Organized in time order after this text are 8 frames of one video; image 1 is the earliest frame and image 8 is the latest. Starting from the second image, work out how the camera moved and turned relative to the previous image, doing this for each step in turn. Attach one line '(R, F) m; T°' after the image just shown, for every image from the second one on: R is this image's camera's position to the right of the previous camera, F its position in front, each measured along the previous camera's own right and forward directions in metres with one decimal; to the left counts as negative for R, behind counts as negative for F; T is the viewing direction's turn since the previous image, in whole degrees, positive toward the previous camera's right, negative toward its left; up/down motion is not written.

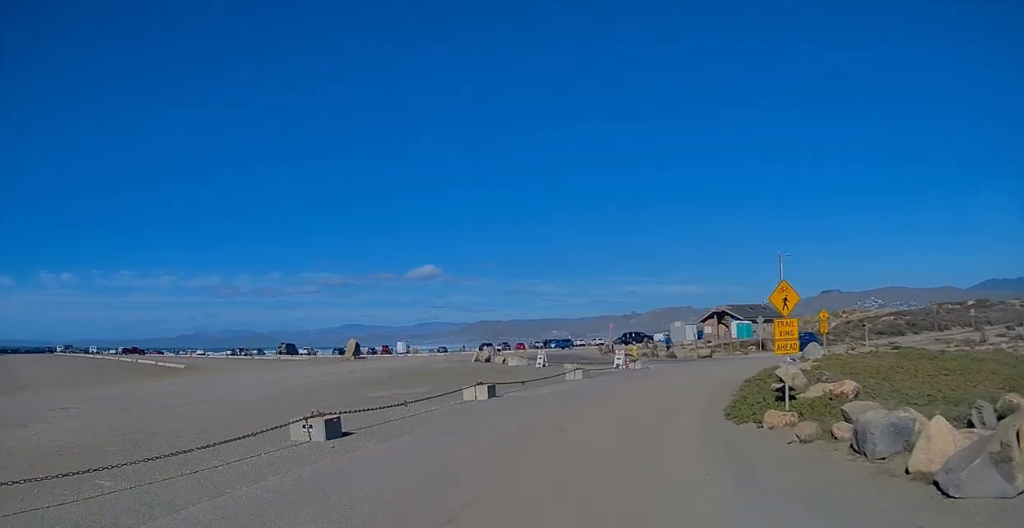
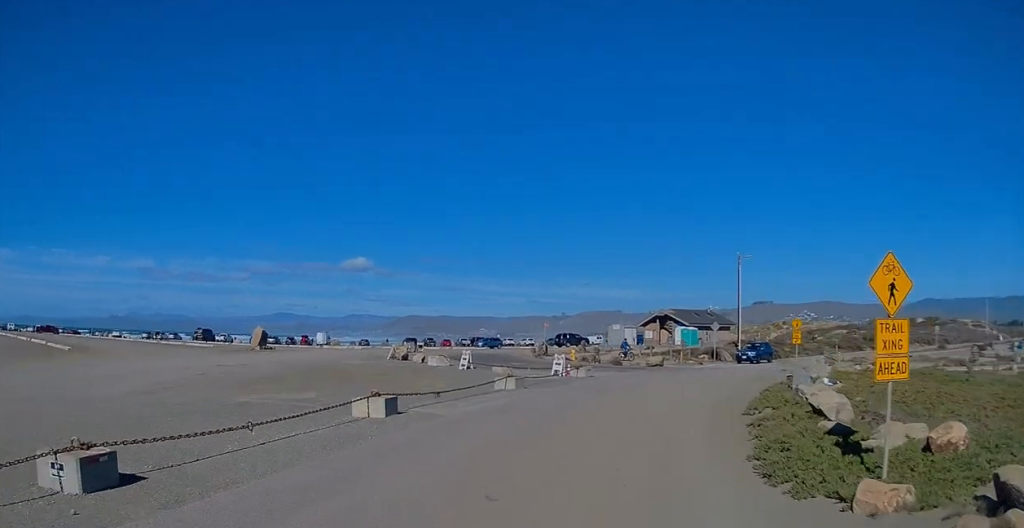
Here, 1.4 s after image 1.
(+0.4, +7.5) m; +8°
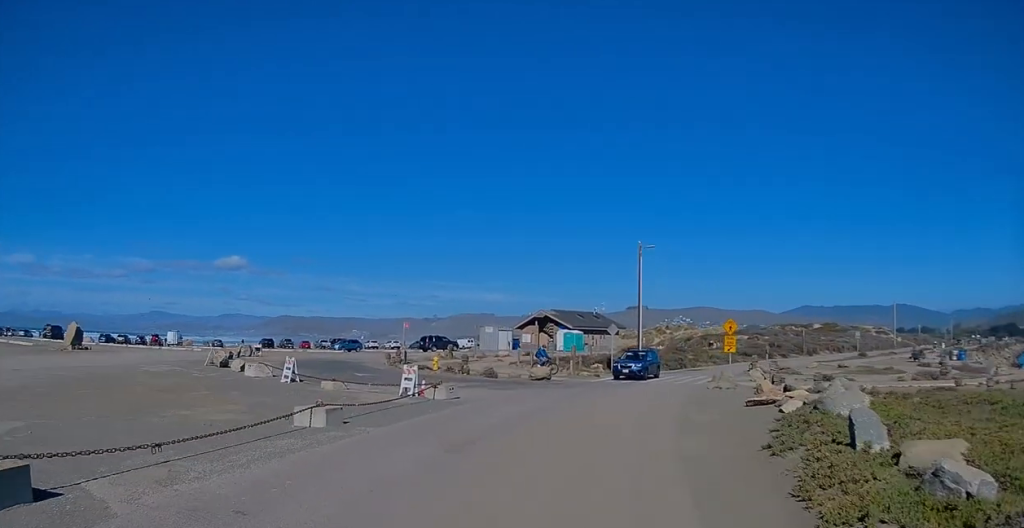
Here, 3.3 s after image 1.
(+1.3, +9.3) m; +19°
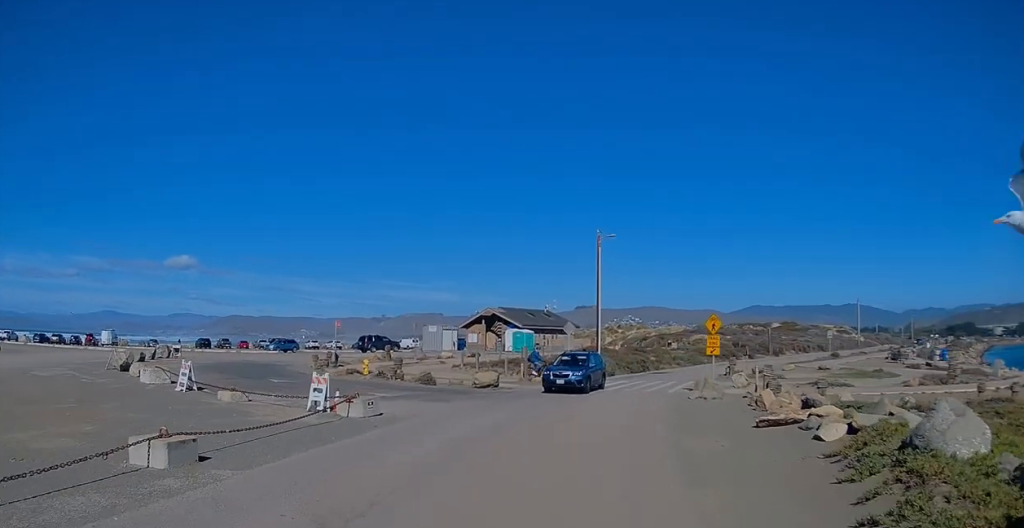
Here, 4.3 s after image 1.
(+0.3, +5.3) m; +14°
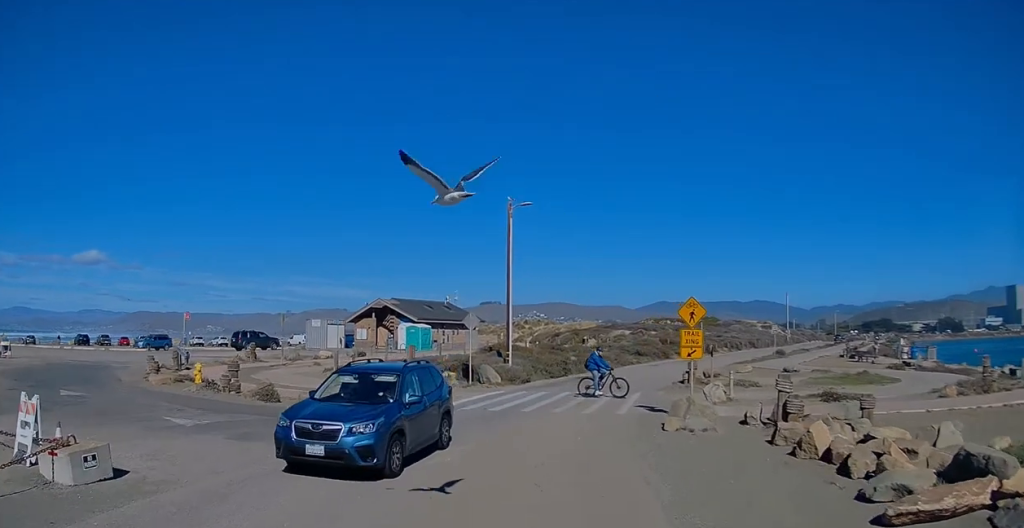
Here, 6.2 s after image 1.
(+1.6, +9.8) m; +4°
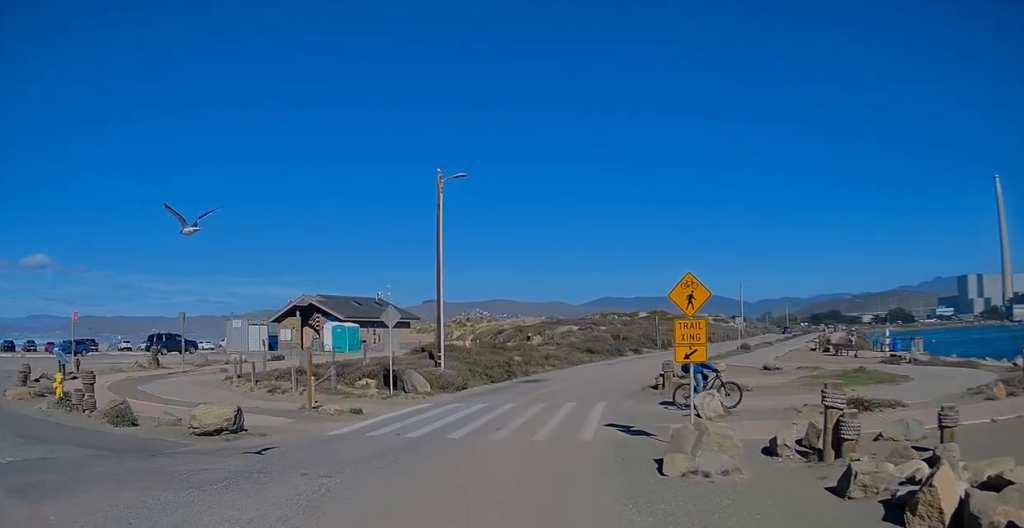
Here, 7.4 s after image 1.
(-0.4, +5.5) m; -3°
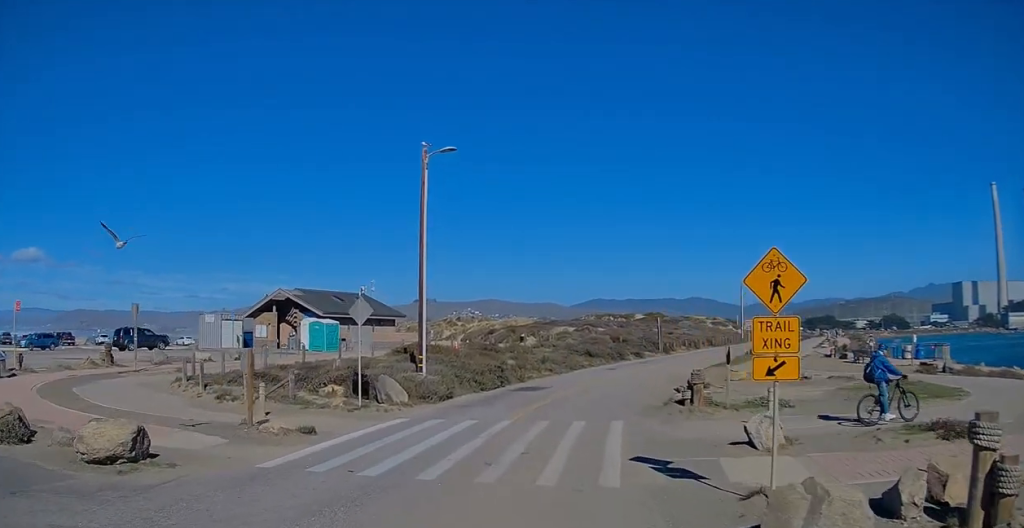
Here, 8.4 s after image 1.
(-0.1, +4.2) m; +2°
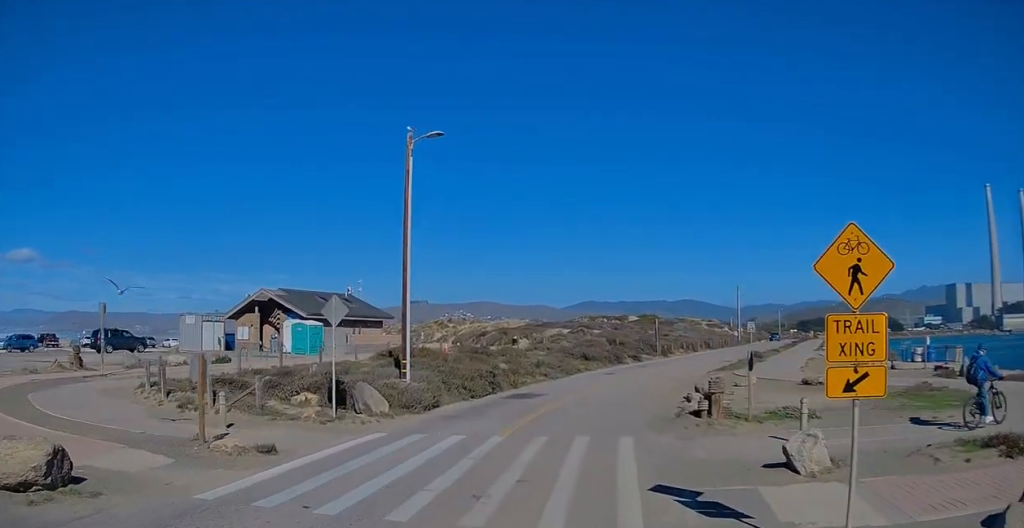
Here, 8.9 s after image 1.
(+0.3, +2.1) m; +2°
